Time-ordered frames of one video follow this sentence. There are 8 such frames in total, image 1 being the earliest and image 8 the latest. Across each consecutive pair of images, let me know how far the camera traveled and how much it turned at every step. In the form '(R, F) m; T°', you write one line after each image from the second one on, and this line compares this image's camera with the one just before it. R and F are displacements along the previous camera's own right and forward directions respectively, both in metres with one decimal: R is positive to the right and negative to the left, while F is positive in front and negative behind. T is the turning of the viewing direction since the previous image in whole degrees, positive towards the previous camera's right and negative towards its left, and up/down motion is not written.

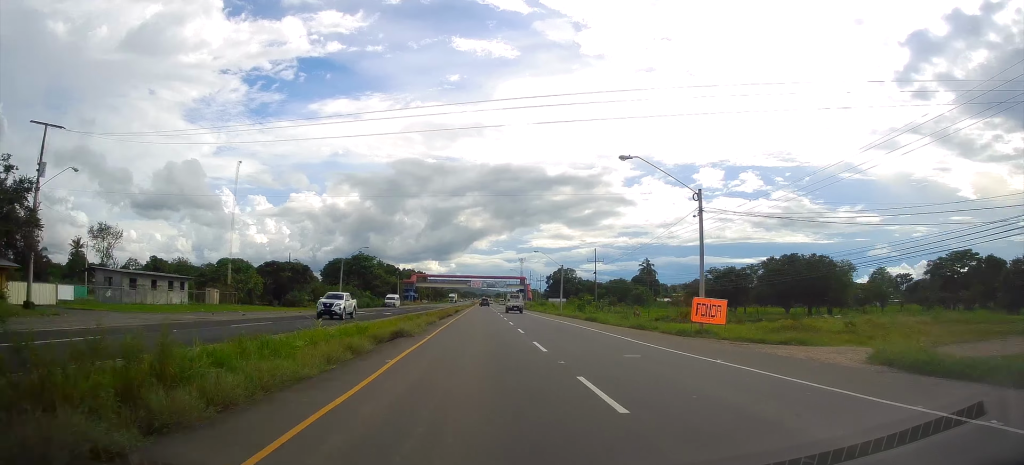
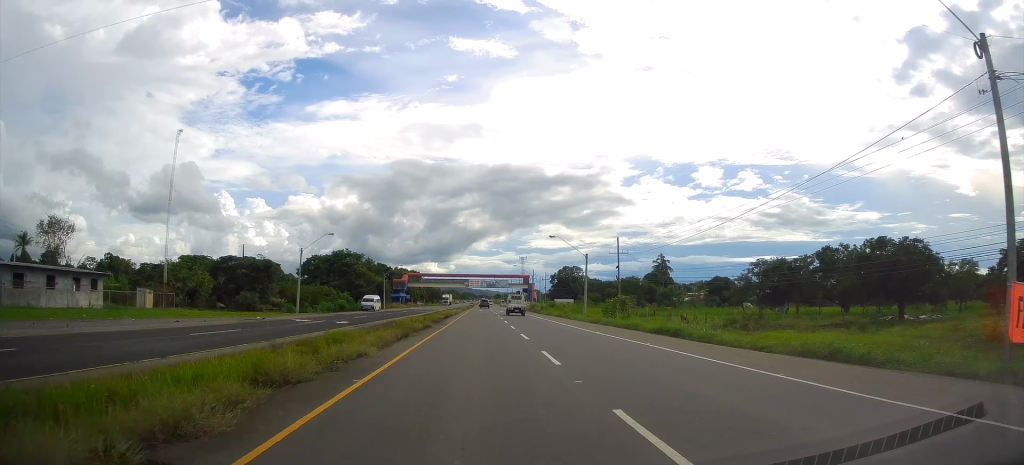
(0.0, +18.8) m; 0°
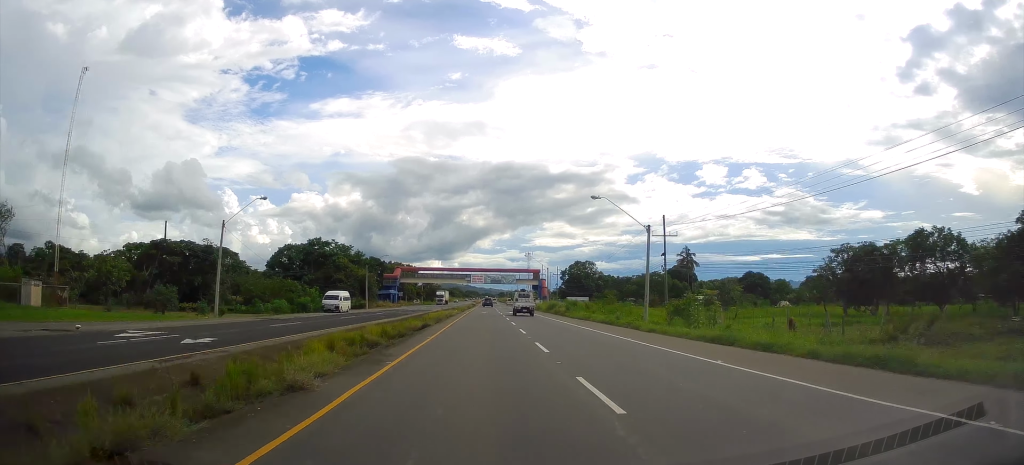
(-0.1, +21.0) m; 0°
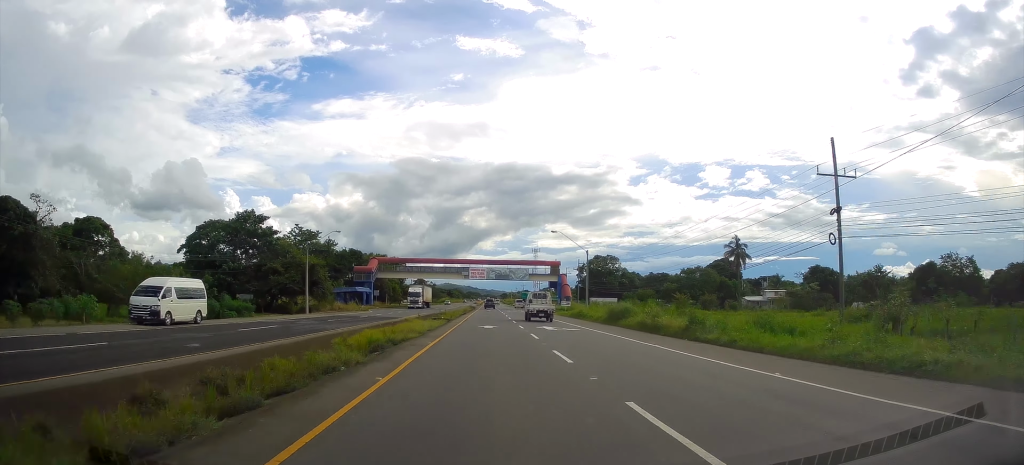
(0.0, +34.5) m; 0°
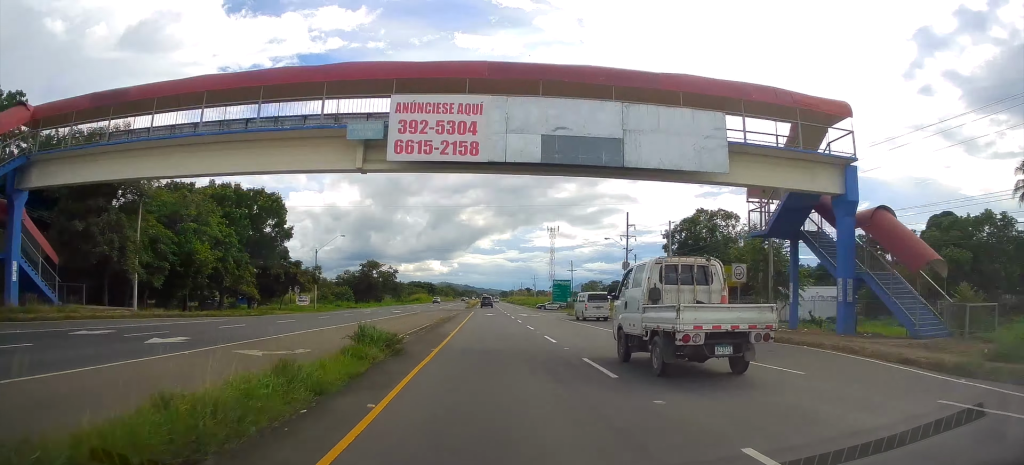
(+0.4, +91.0) m; 0°
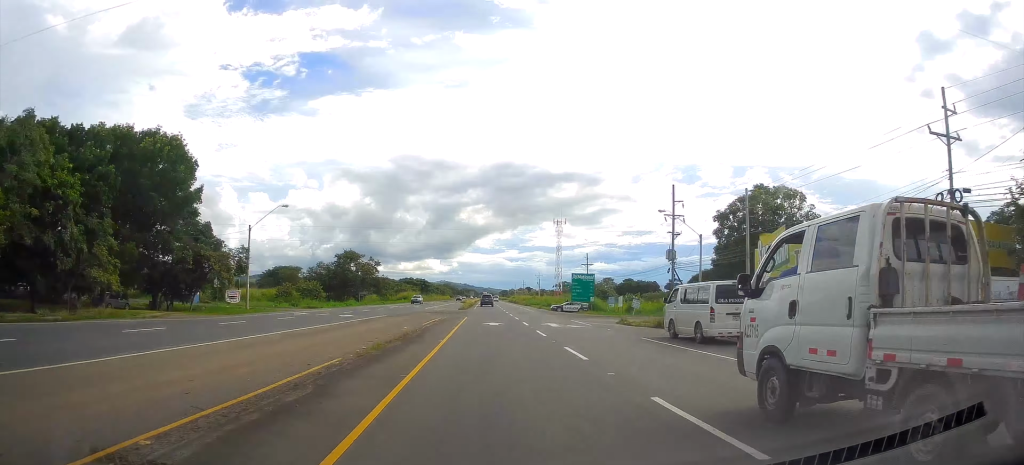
(0.0, +21.1) m; 0°
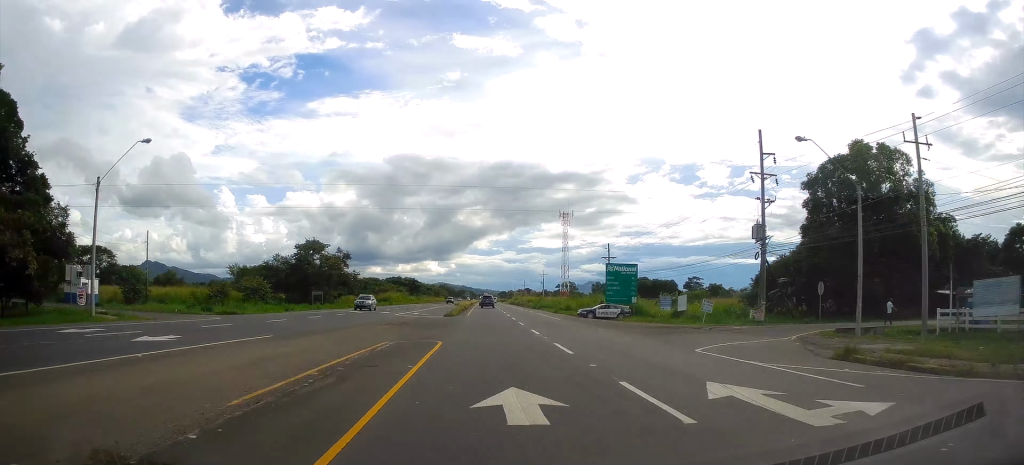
(0.0, +22.9) m; 0°
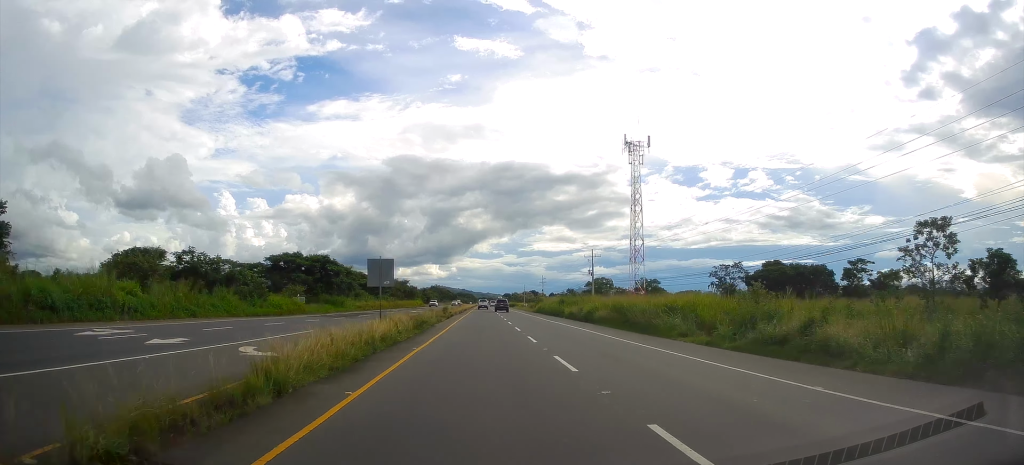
(0.0, +93.9) m; 0°
